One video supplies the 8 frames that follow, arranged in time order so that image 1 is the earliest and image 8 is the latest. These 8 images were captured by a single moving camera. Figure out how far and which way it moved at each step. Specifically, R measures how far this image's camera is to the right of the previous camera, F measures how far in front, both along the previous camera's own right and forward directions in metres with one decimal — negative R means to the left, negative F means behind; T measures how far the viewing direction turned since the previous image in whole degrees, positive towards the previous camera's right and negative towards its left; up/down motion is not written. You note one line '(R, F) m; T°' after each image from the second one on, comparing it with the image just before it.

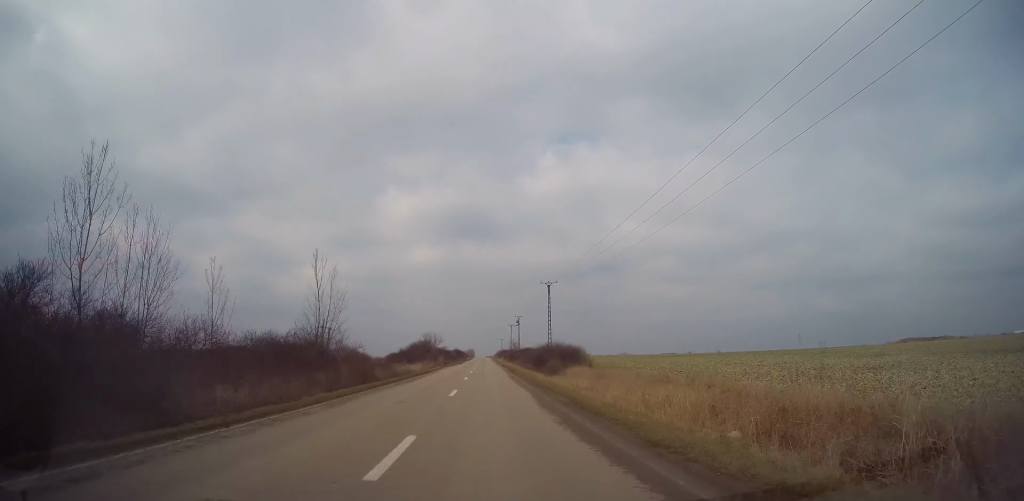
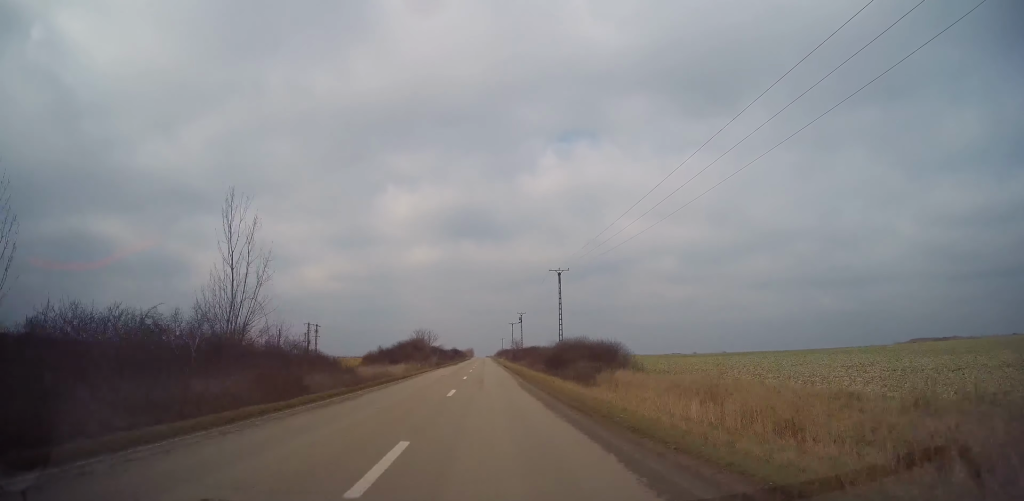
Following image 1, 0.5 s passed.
(+0.1, +12.7) m; 0°
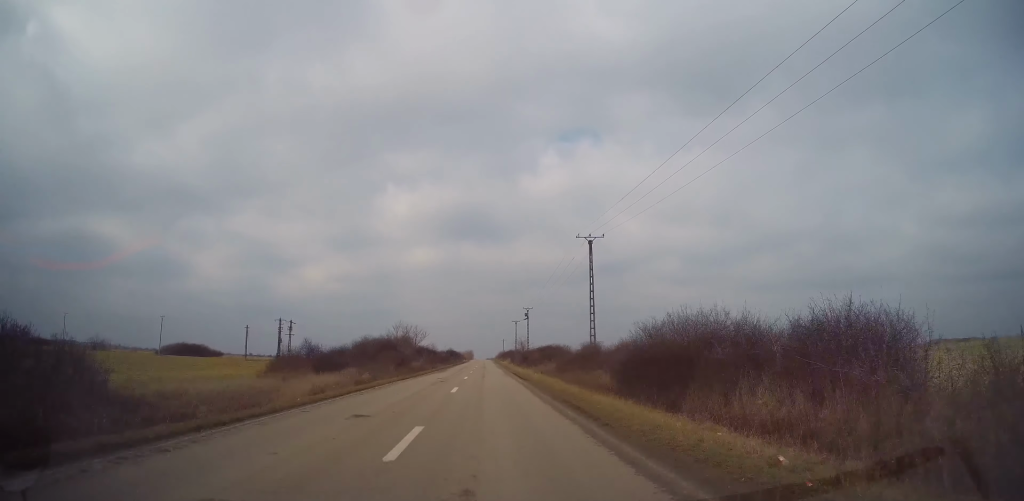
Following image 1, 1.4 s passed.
(+0.1, +21.9) m; 0°
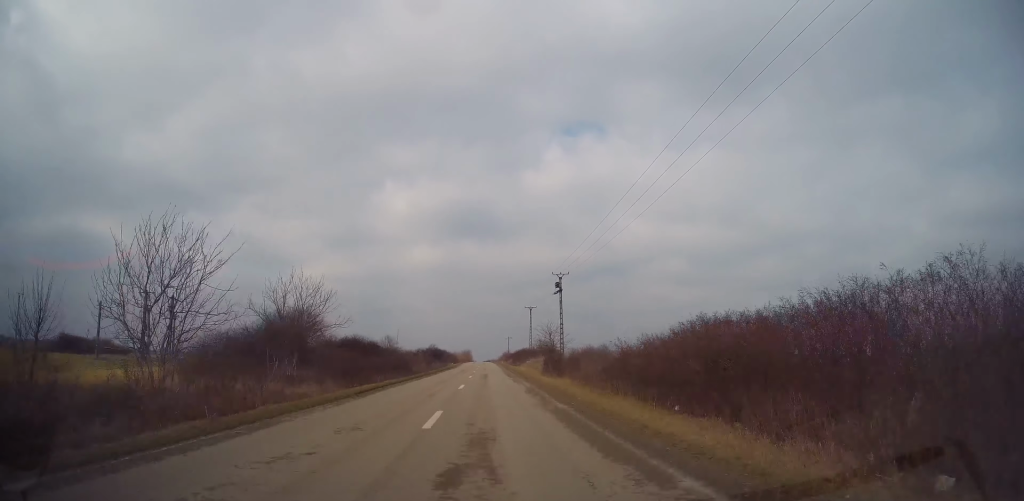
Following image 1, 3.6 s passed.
(-0.2, +55.6) m; -1°
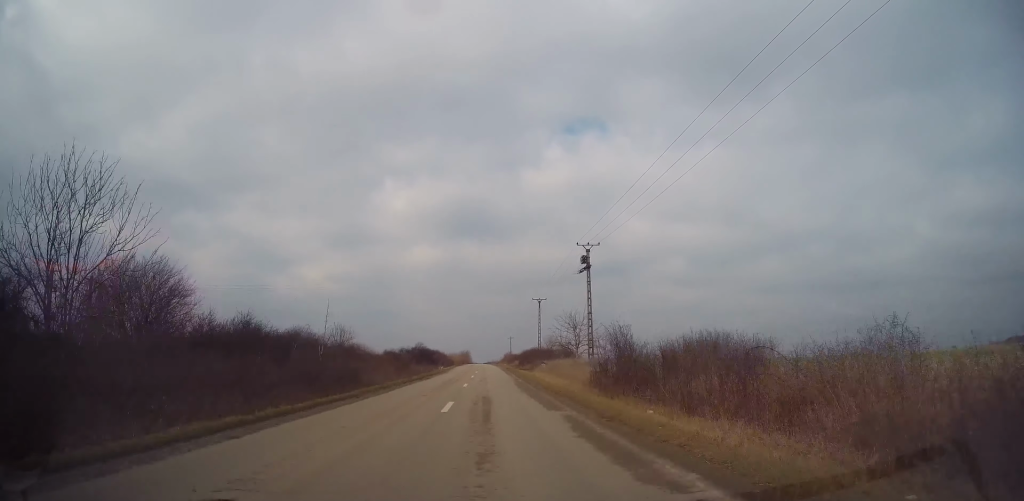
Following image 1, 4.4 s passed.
(-0.1, +20.3) m; 0°
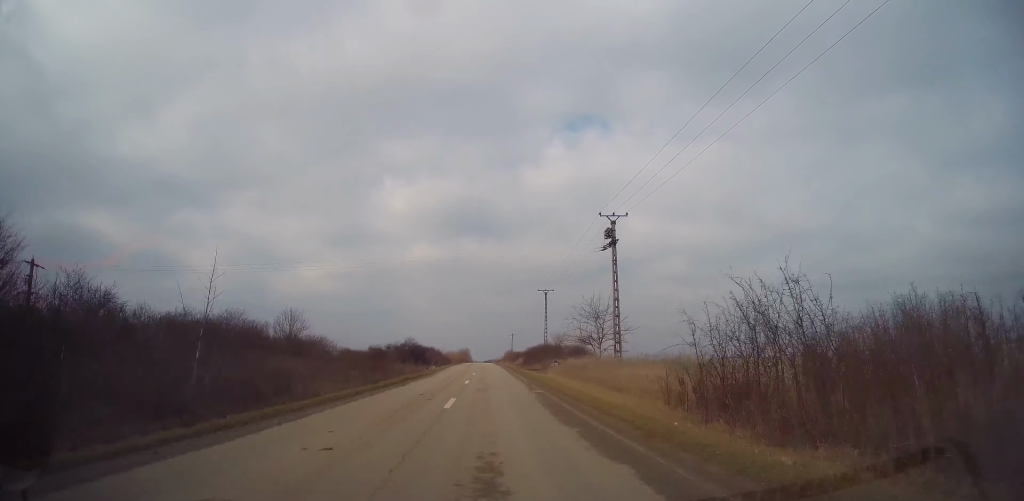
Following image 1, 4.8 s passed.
(0.0, +11.0) m; 0°
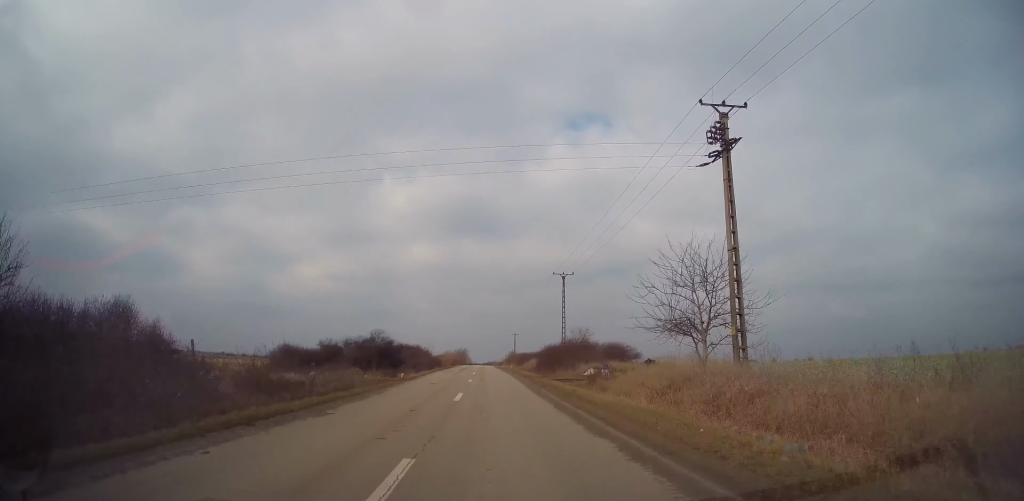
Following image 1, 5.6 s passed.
(+0.1, +21.2) m; 0°
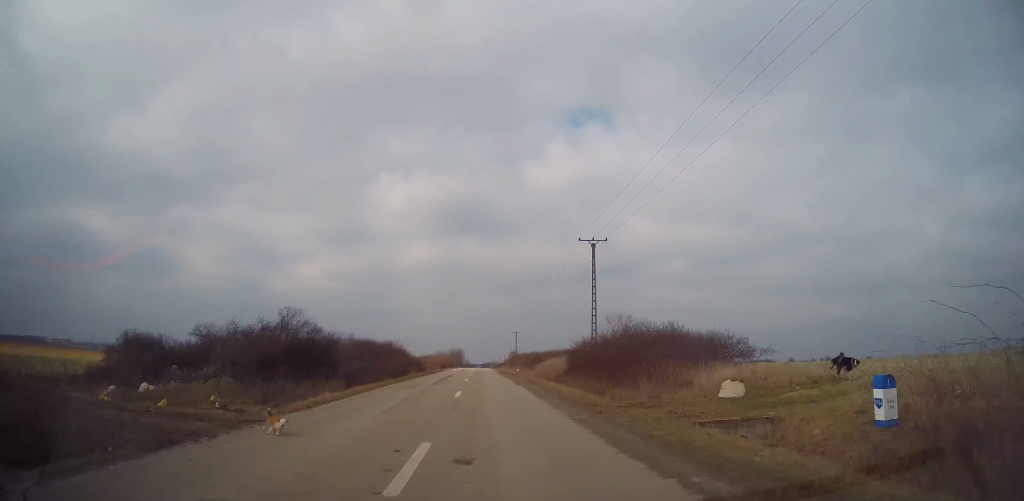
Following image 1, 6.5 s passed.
(0.0, +21.9) m; 0°
